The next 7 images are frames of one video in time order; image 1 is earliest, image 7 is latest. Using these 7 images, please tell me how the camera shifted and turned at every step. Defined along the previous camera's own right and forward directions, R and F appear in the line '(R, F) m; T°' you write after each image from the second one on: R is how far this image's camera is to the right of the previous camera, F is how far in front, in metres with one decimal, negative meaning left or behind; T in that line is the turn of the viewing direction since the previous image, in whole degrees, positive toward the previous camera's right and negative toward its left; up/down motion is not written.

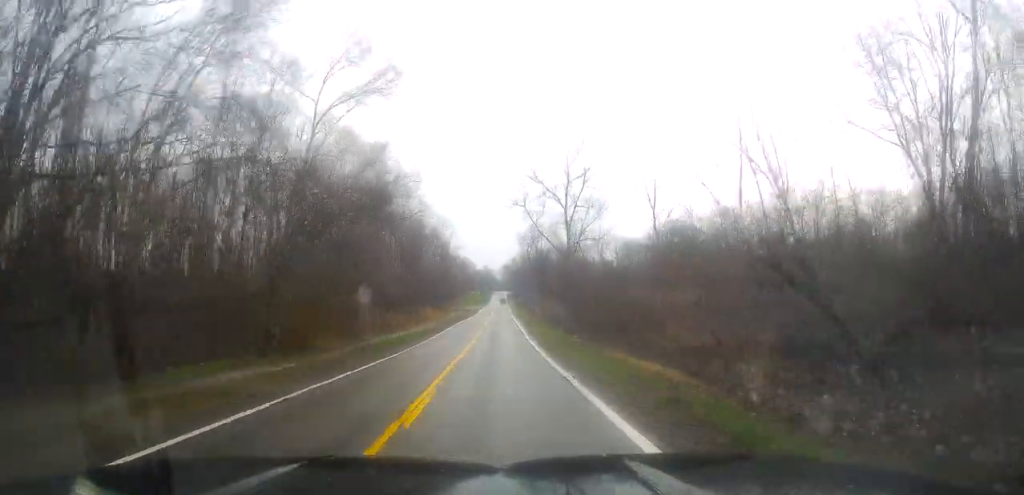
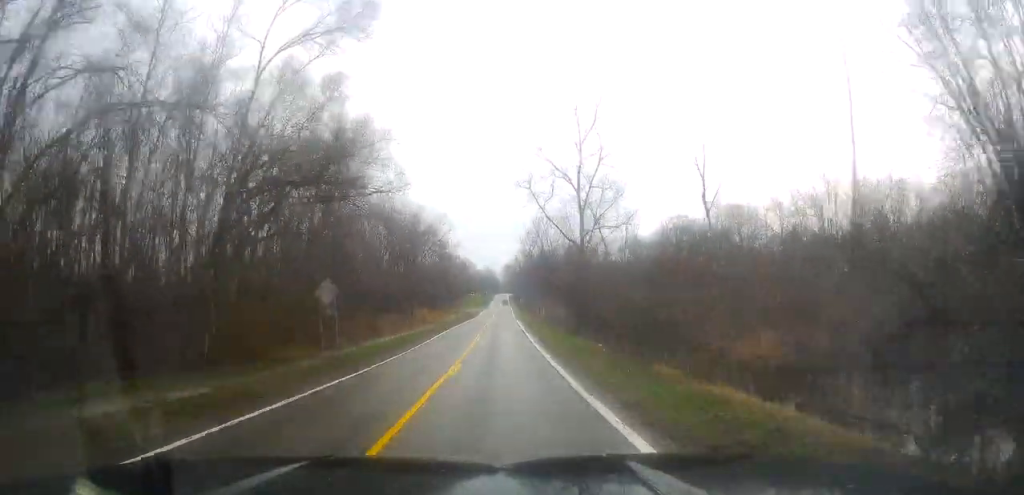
(+0.2, +7.9) m; +1°
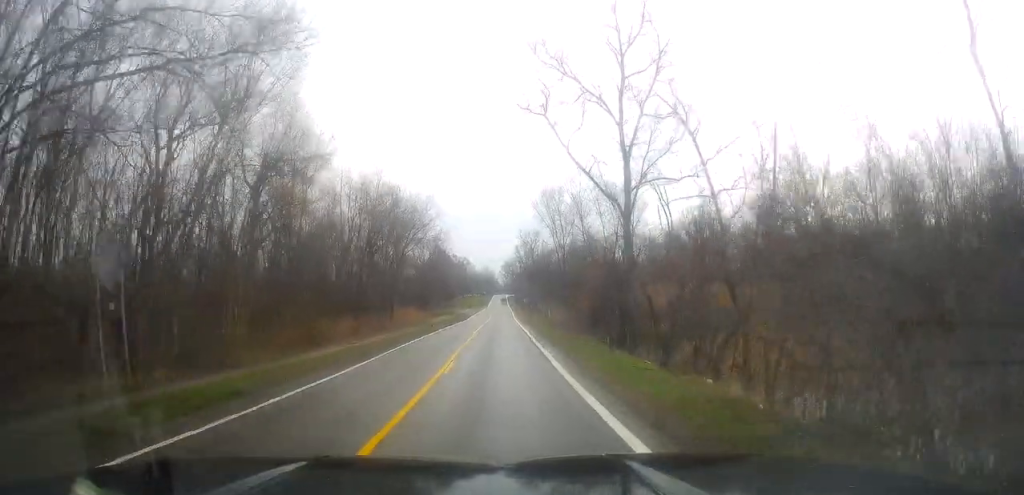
(+0.7, +15.8) m; +2°
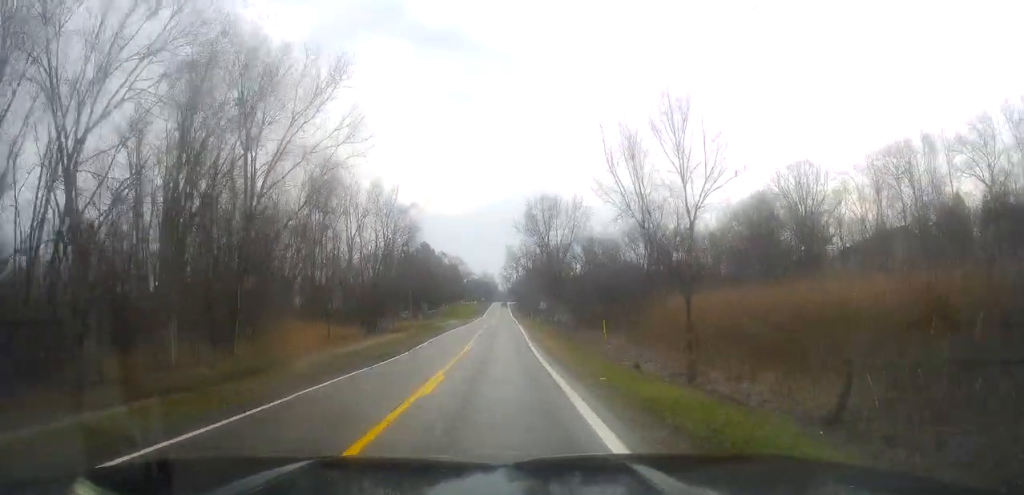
(-1.8, +48.7) m; -3°
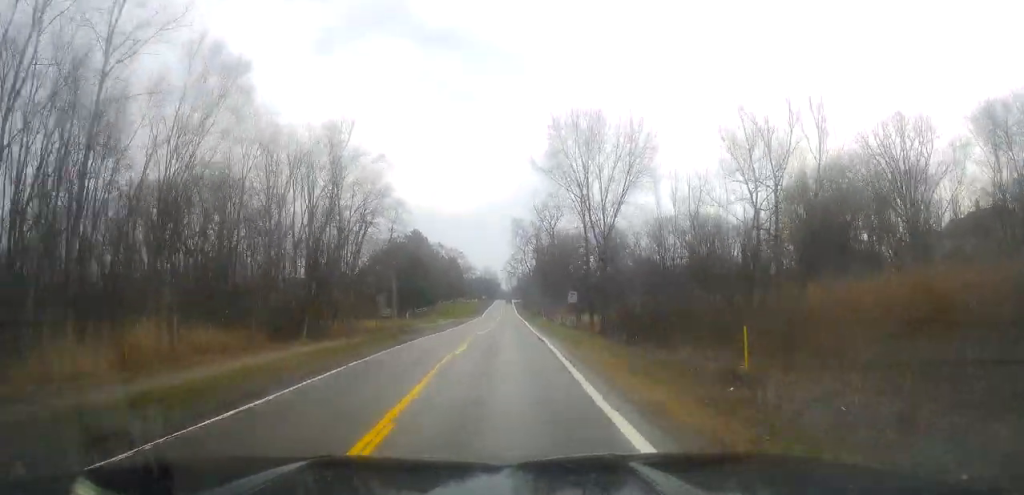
(0.0, +23.7) m; 0°
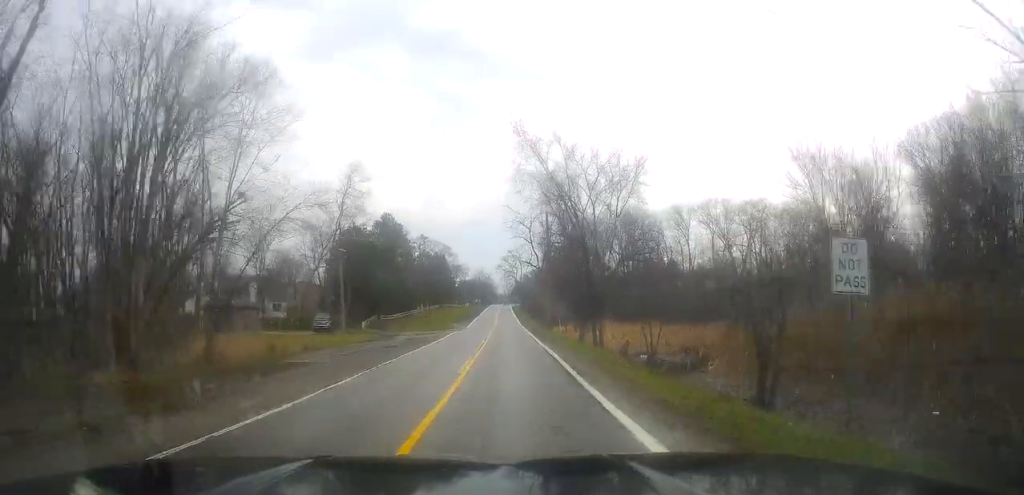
(+0.9, +32.2) m; +2°
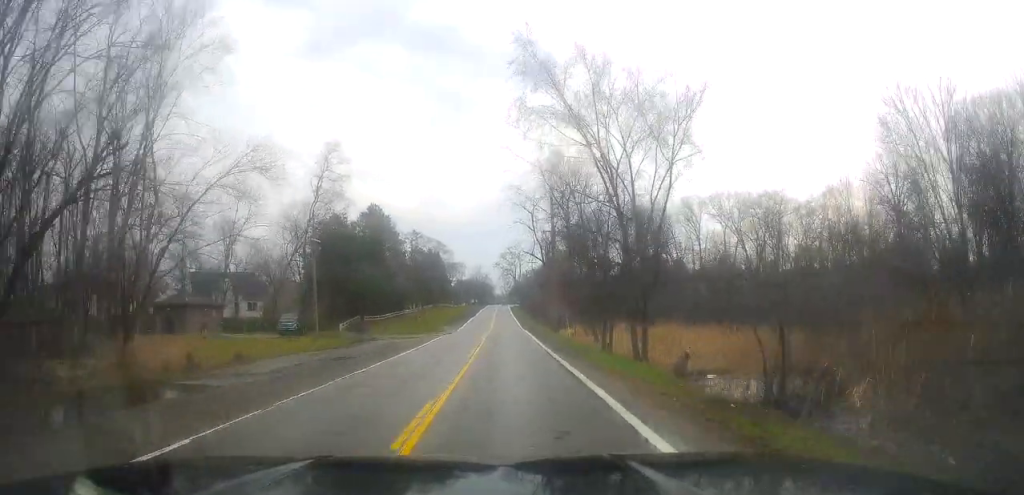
(-0.1, +10.1) m; -1°
